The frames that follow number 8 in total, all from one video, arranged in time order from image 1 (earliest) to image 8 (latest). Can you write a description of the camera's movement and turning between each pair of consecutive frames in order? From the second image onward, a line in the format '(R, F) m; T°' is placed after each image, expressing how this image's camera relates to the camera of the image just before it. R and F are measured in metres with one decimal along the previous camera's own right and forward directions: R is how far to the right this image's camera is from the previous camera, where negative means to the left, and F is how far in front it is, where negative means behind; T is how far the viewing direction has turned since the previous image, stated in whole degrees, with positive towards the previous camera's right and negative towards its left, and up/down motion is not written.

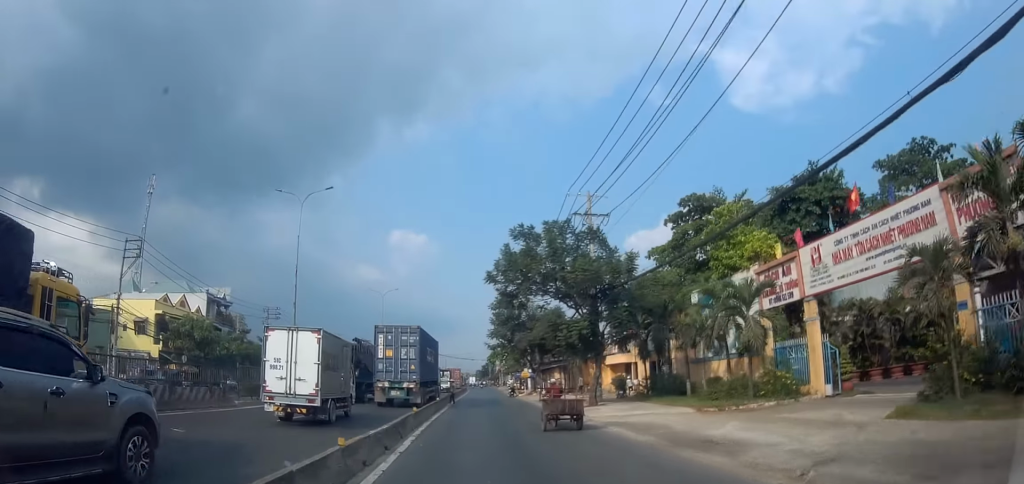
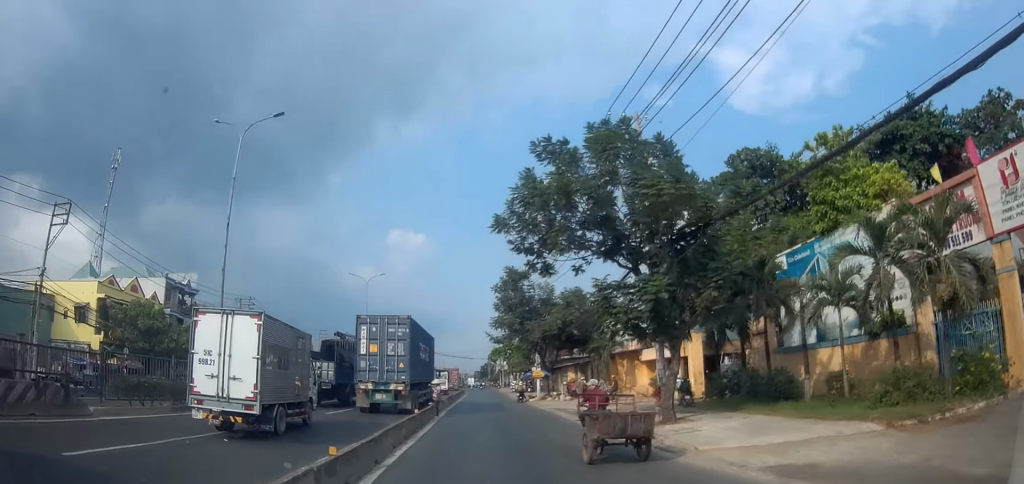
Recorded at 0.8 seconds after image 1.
(+0.2, +9.8) m; +1°
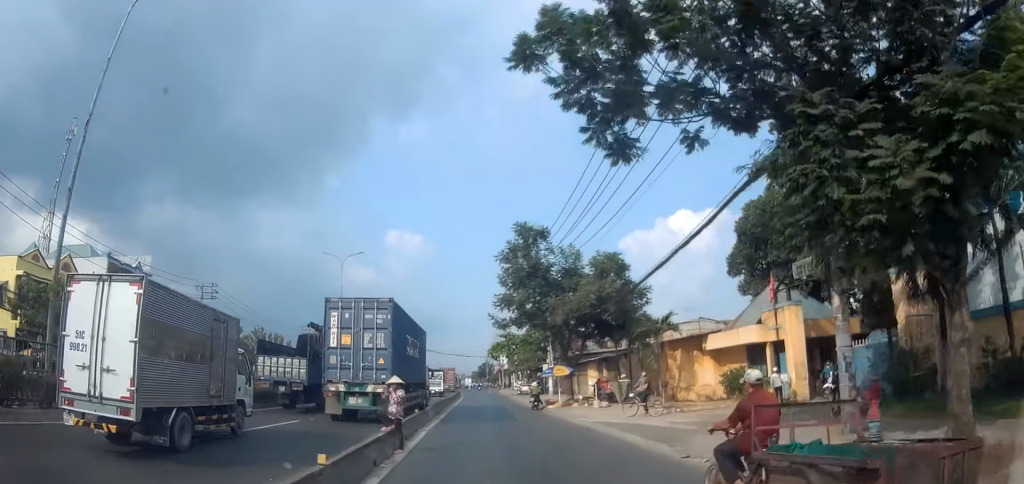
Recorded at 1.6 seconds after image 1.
(+0.3, +10.4) m; +1°
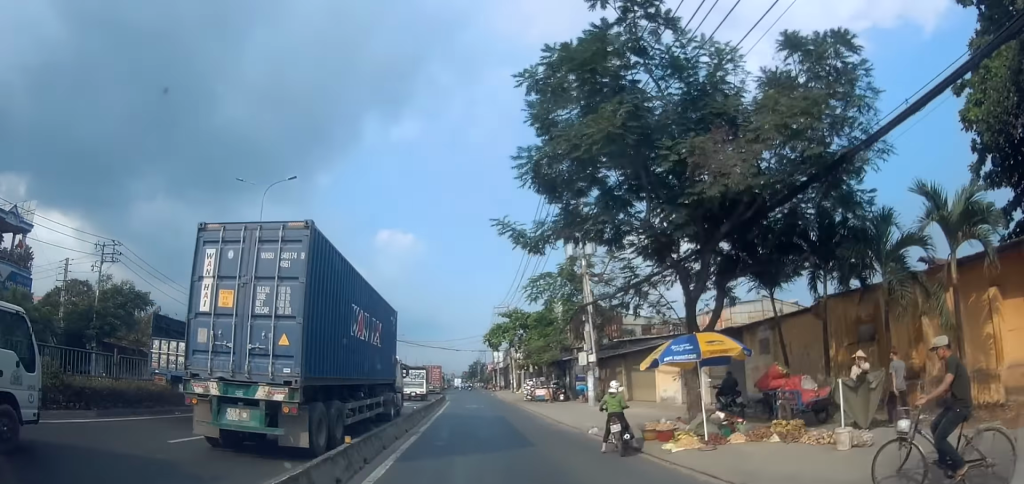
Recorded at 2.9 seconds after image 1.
(-0.1, +18.2) m; -1°
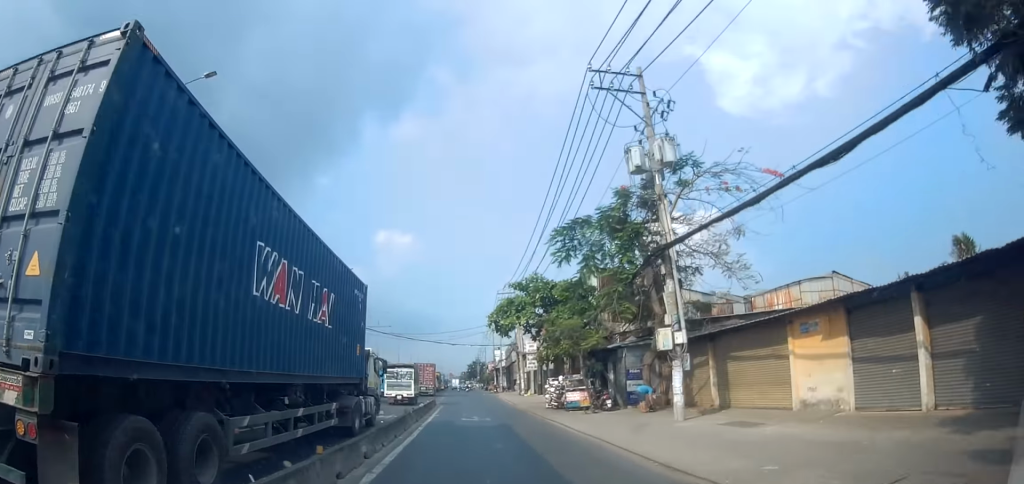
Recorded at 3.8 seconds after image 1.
(0.0, +11.8) m; 0°
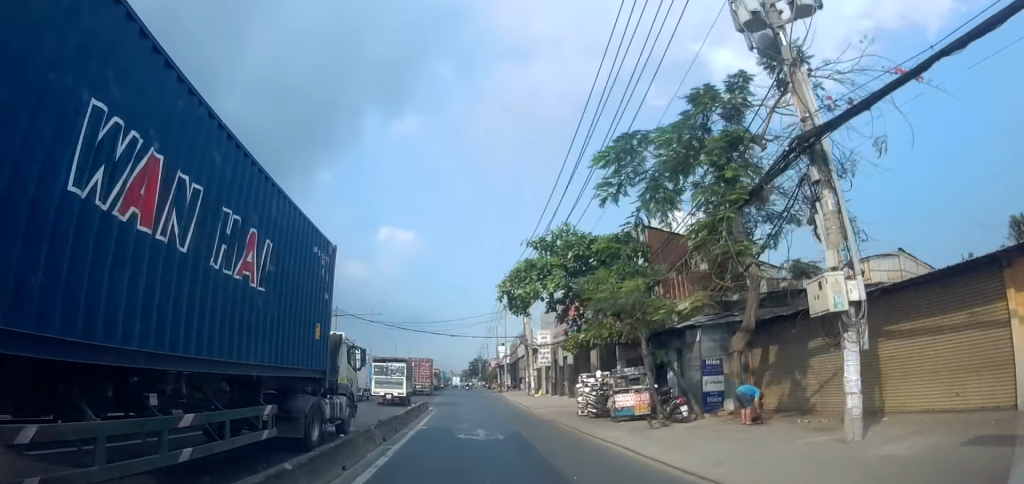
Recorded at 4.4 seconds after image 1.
(0.0, +7.8) m; 0°
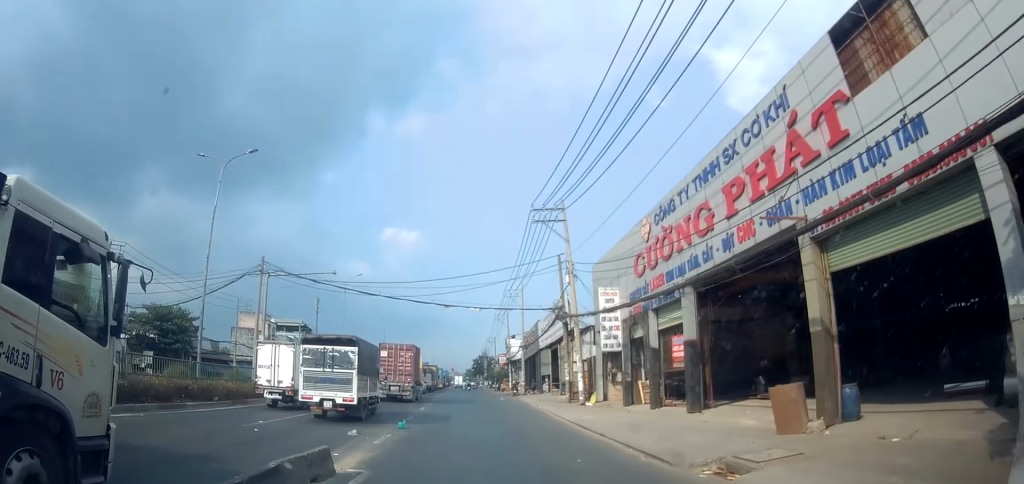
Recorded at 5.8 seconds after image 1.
(+0.1, +20.0) m; +1°
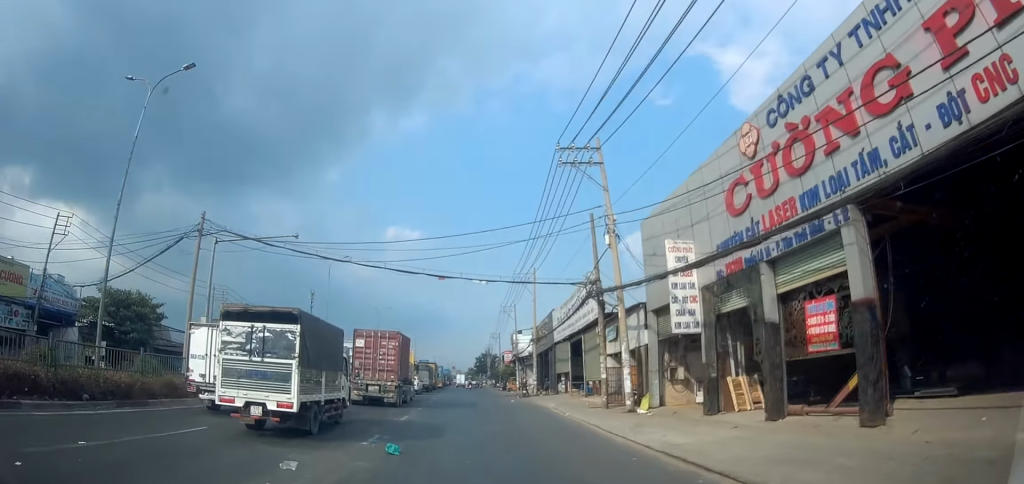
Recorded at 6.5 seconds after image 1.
(0.0, +8.4) m; 0°
